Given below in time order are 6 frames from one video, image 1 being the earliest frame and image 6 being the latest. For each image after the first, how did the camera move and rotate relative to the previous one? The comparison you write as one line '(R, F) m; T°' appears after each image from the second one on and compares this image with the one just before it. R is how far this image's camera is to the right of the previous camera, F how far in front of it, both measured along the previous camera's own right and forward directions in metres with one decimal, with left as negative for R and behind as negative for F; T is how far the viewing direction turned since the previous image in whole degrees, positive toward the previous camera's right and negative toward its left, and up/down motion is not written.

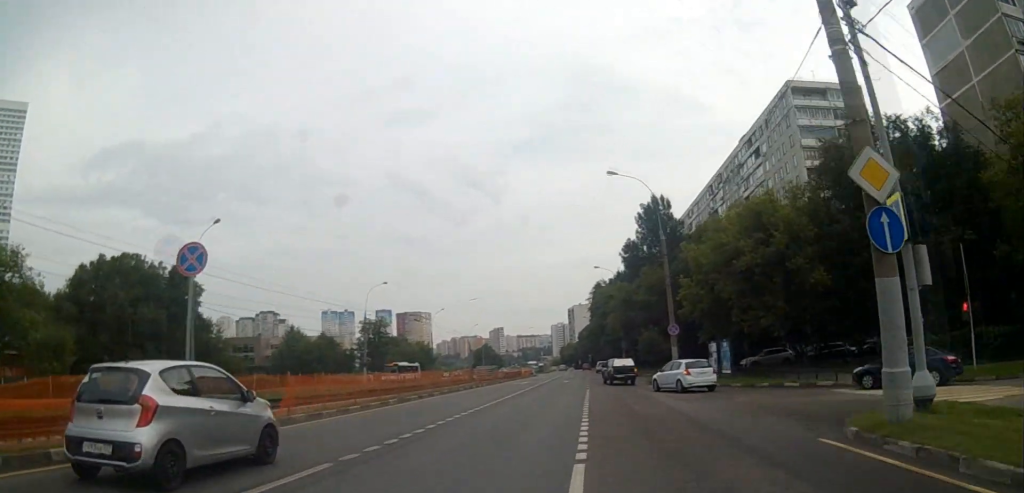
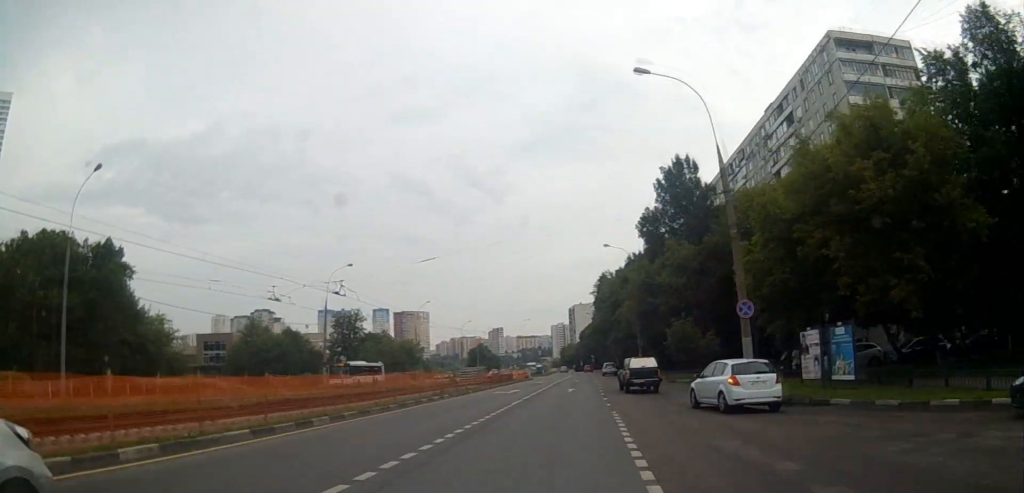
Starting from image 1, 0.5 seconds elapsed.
(-0.5, +14.6) m; -1°
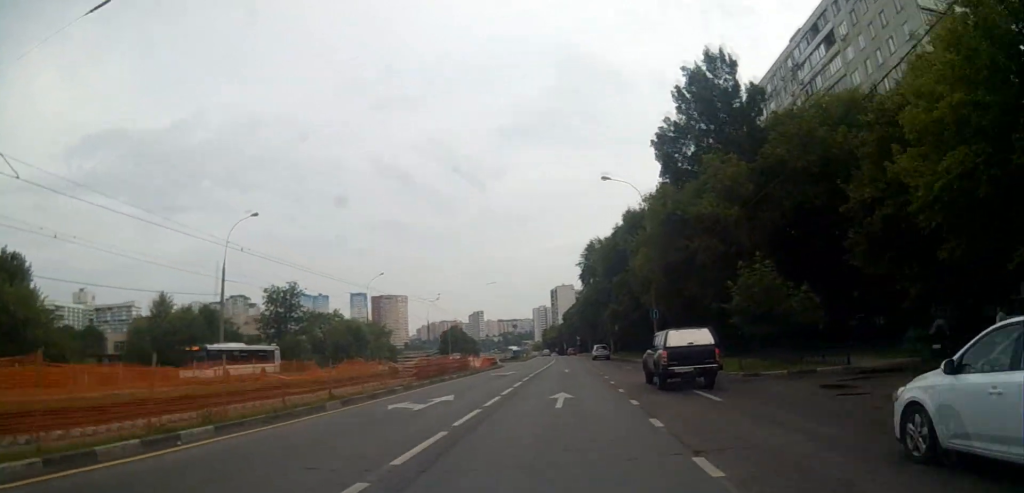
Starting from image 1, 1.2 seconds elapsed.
(-0.1, +17.9) m; 0°
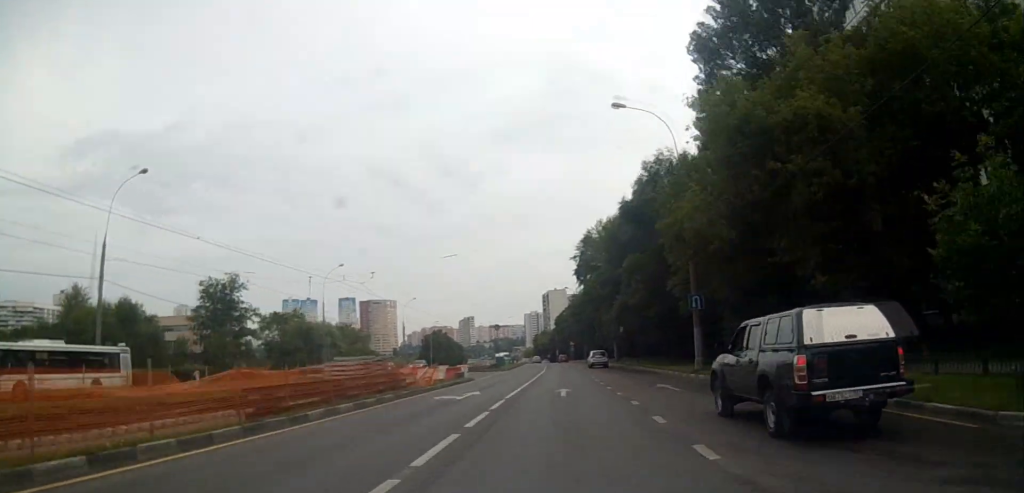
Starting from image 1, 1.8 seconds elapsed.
(0.0, +13.2) m; +1°
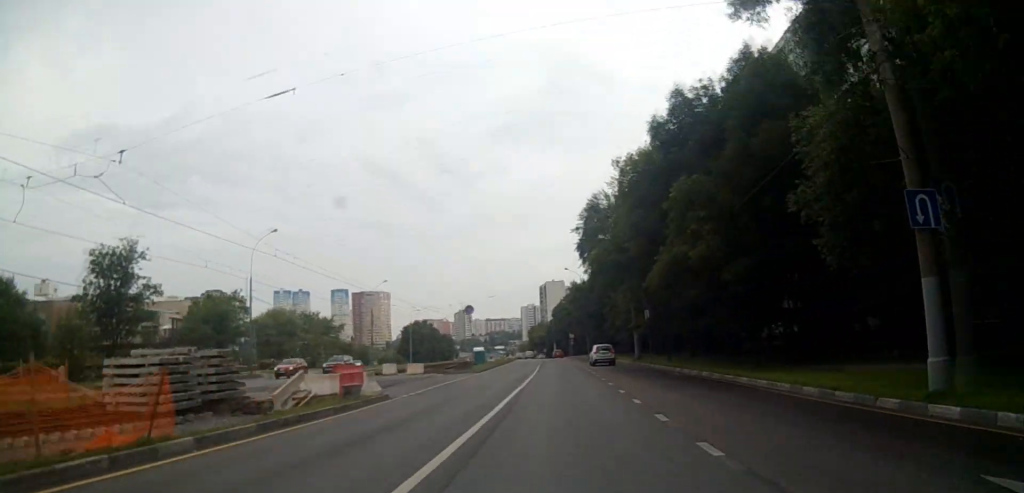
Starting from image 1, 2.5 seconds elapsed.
(+0.1, +18.4) m; 0°
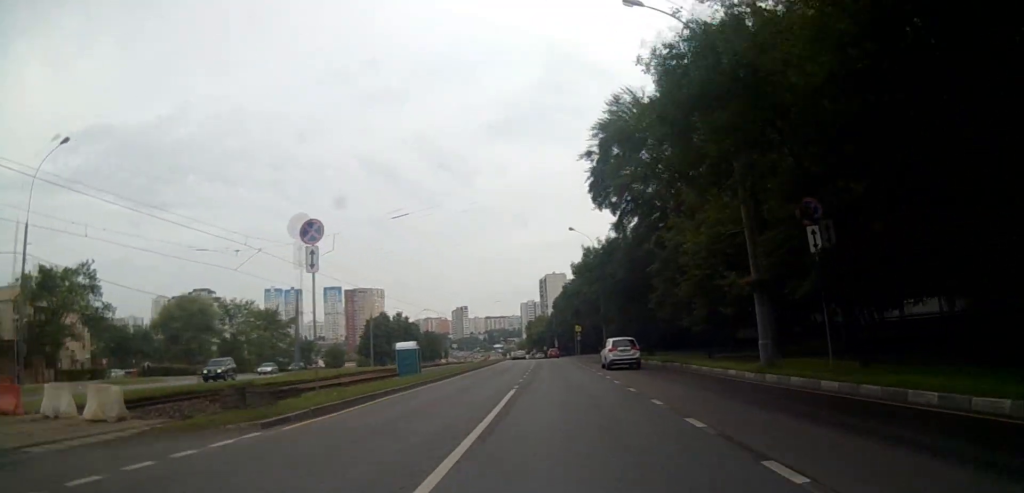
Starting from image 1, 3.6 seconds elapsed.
(+0.2, +30.3) m; 0°
